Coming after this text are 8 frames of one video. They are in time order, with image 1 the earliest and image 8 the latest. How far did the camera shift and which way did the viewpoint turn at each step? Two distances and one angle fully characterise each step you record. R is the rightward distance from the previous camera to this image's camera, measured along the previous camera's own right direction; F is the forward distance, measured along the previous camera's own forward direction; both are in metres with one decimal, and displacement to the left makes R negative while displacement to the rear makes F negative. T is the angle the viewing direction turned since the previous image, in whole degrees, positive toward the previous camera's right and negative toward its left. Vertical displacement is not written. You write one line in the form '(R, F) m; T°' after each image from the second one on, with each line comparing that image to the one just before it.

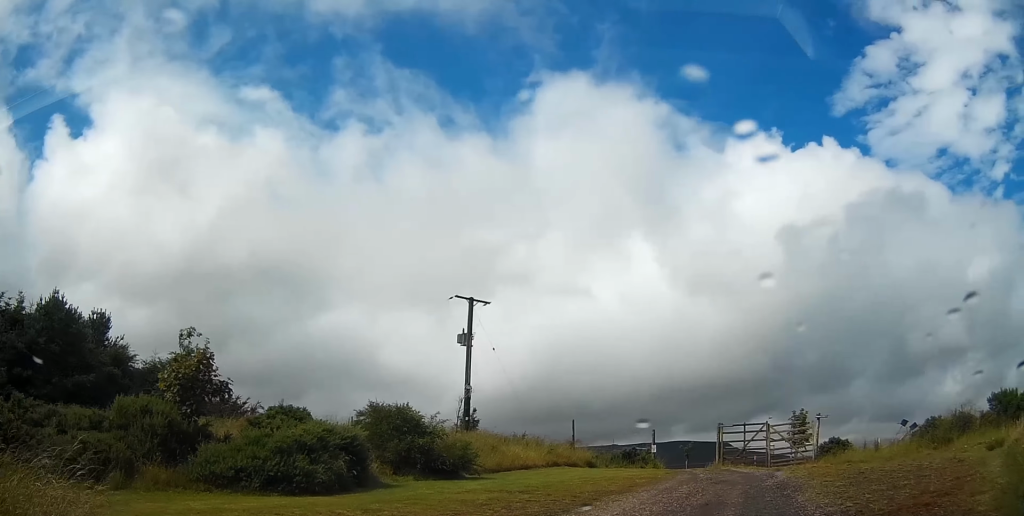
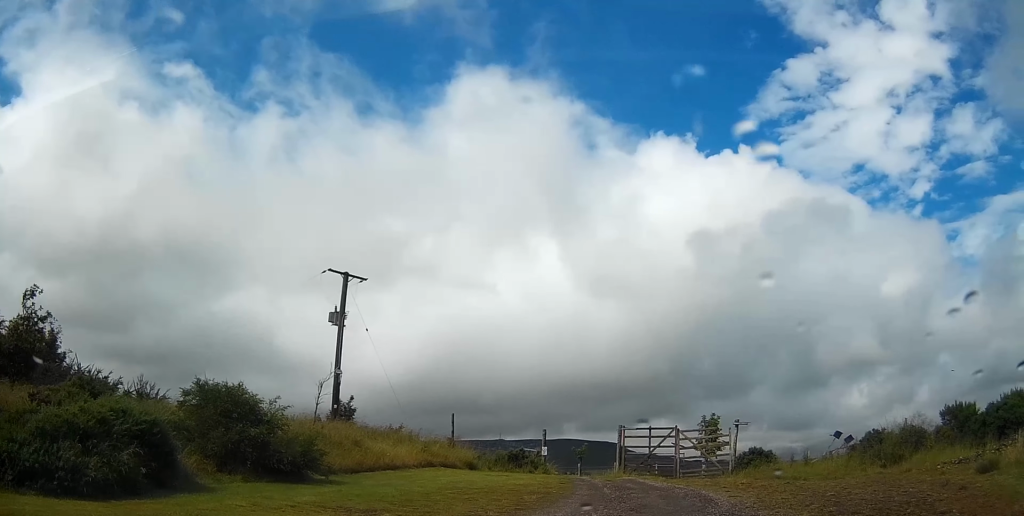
(+0.1, +3.5) m; +5°
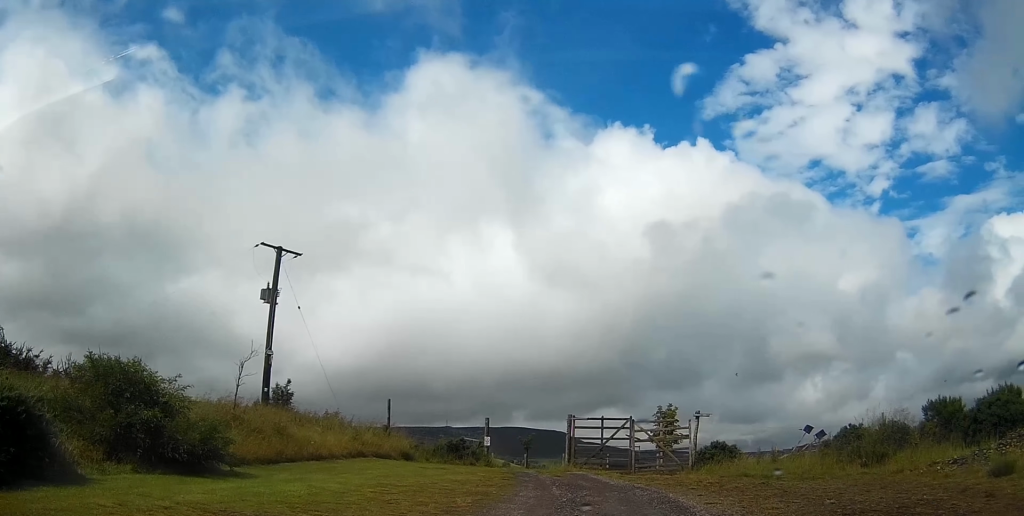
(+0.1, +1.7) m; +7°
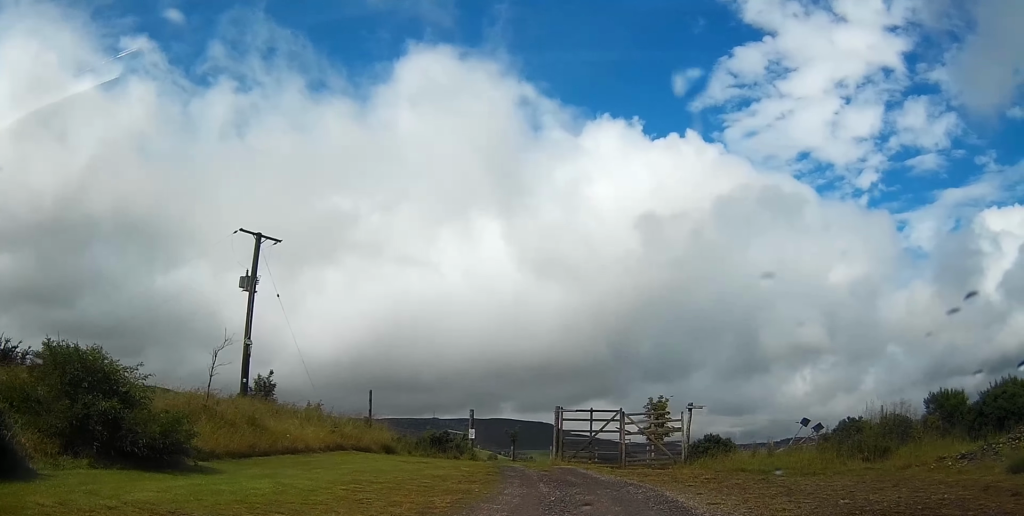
(0.0, +0.7) m; +4°
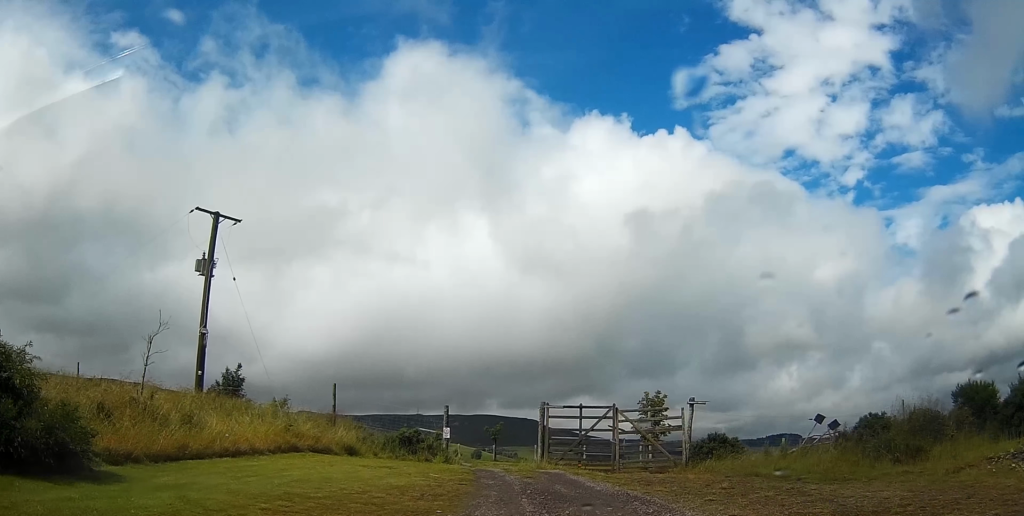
(+0.2, +2.1) m; +5°
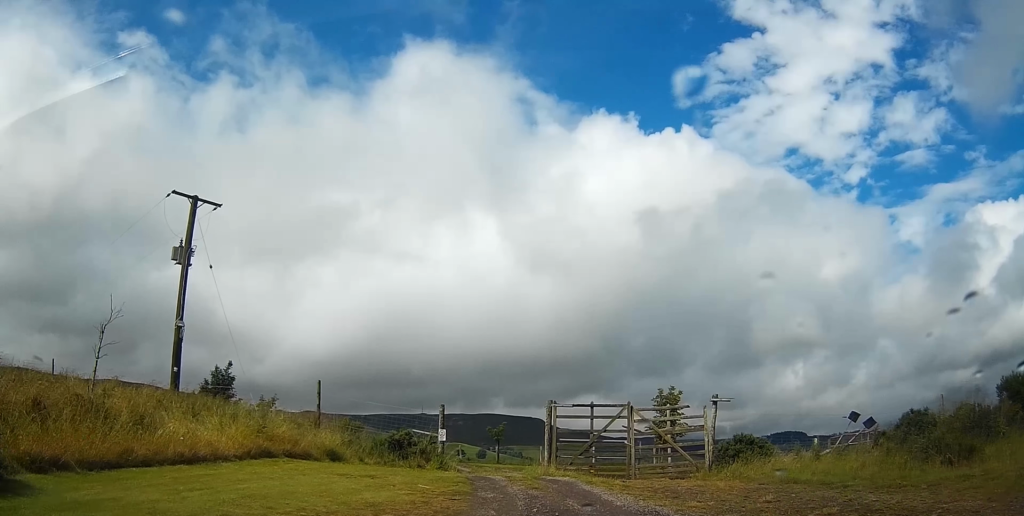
(0.0, +2.1) m; 0°
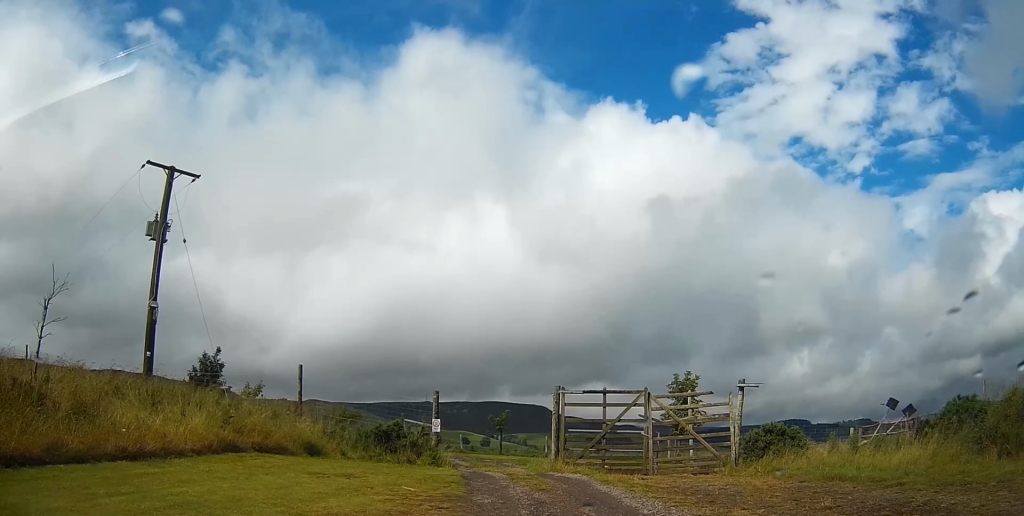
(0.0, +2.2) m; +2°
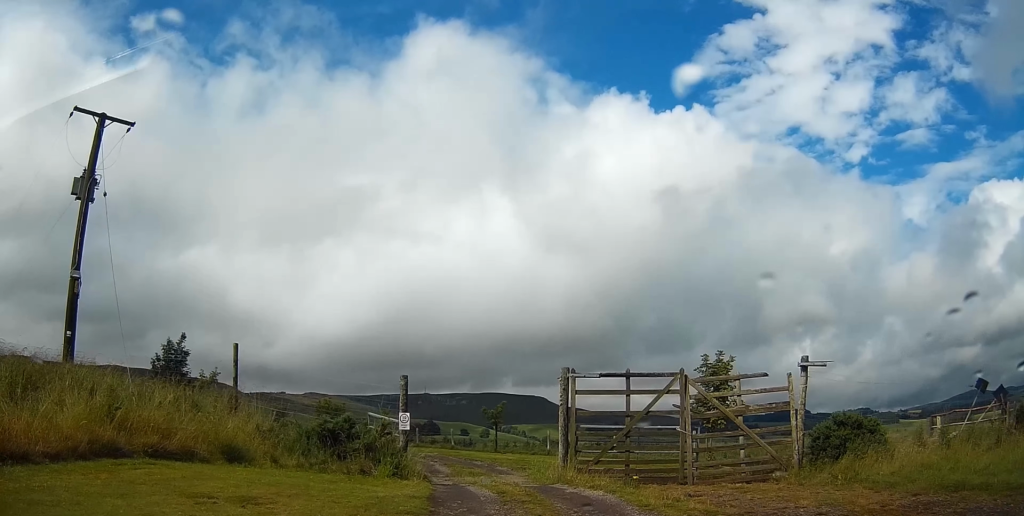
(+0.2, +4.0) m; +1°
